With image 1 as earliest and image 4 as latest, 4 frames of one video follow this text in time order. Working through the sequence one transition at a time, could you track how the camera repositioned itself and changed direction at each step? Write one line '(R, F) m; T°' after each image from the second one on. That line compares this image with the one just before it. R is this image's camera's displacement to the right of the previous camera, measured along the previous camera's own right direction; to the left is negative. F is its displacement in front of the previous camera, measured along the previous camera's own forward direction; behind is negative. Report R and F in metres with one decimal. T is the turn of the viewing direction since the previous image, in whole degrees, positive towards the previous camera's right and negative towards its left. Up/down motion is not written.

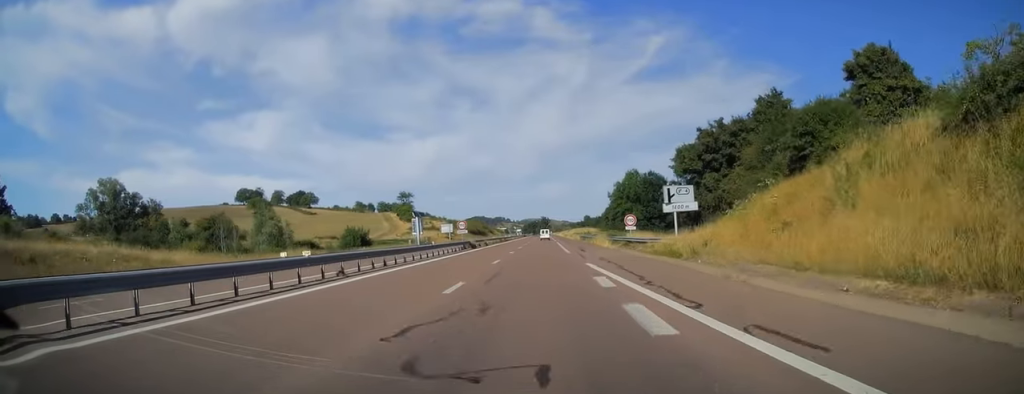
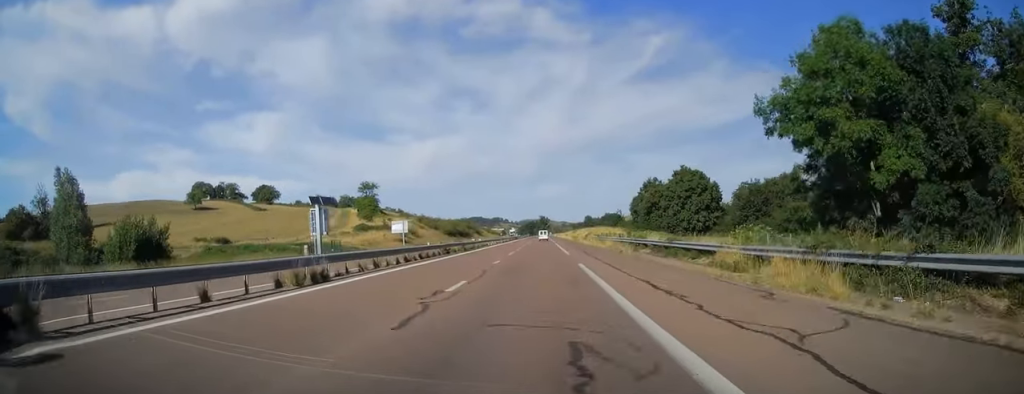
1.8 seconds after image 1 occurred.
(0.0, +51.2) m; 0°
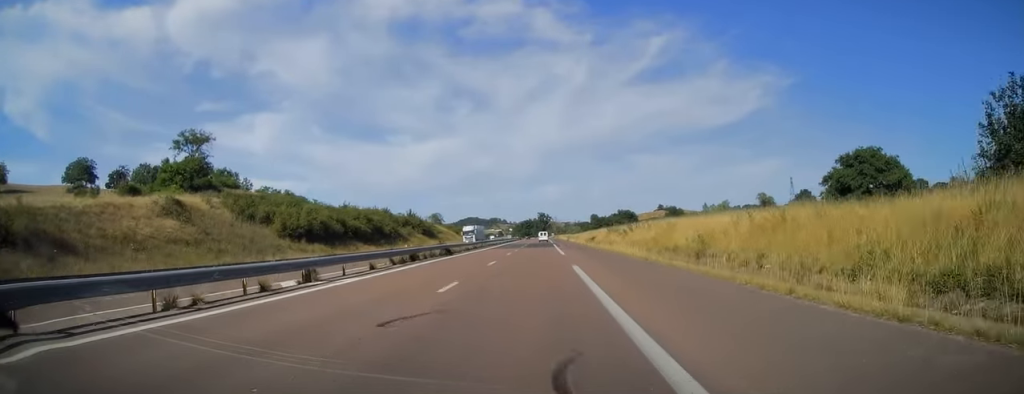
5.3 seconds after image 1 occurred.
(+0.1, +103.4) m; 0°
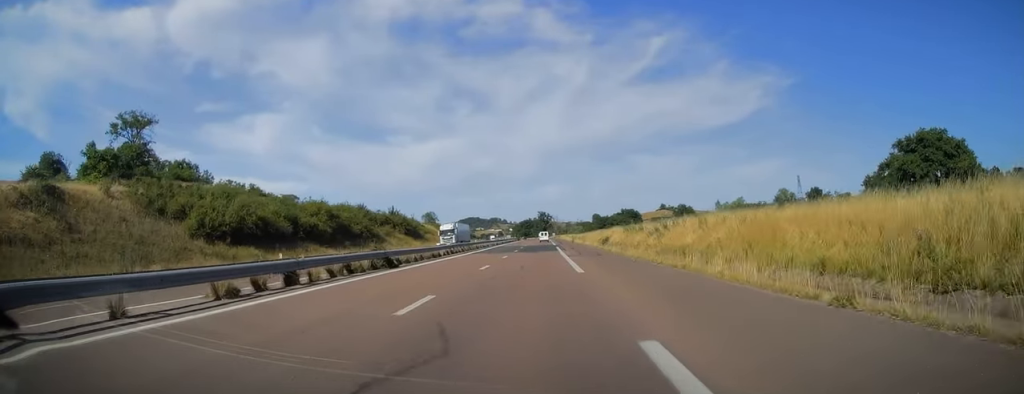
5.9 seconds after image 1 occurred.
(+0.2, +17.1) m; 0°
